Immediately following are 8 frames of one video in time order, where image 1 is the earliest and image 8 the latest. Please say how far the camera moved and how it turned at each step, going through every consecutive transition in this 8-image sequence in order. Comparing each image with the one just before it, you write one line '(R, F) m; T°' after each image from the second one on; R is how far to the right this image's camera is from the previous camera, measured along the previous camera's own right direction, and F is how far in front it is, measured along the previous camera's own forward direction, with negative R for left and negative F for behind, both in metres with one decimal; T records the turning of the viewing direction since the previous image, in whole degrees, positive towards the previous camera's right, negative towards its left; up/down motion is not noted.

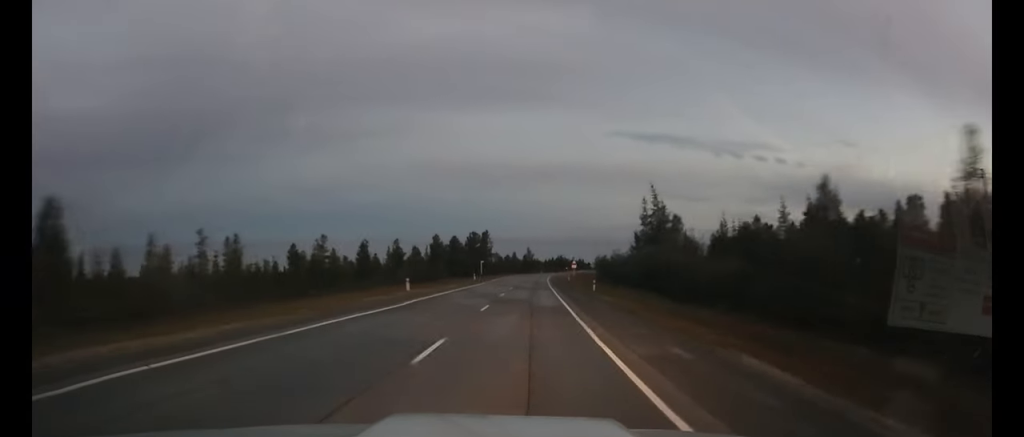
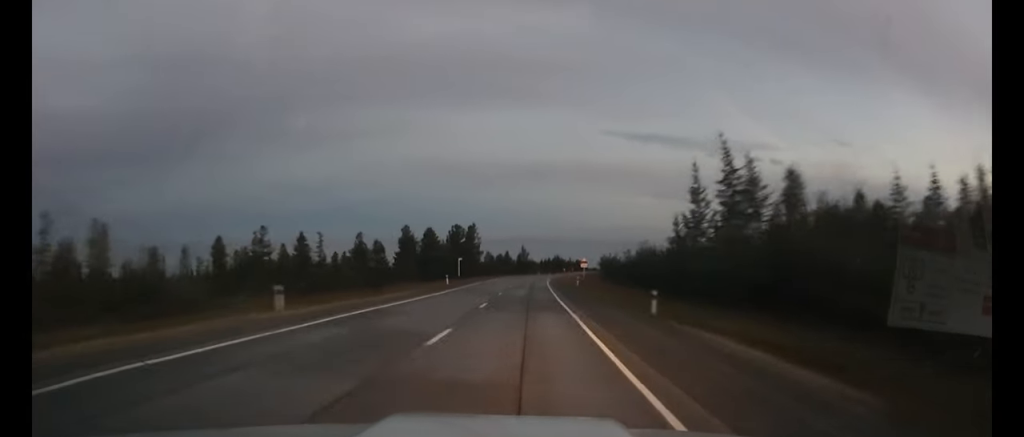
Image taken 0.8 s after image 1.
(+0.1, +22.5) m; 0°
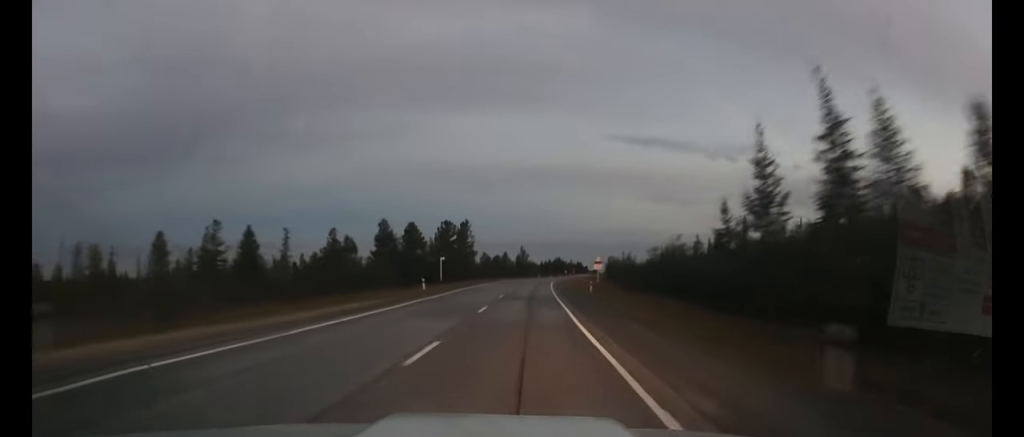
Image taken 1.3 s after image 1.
(0.0, +13.1) m; 0°
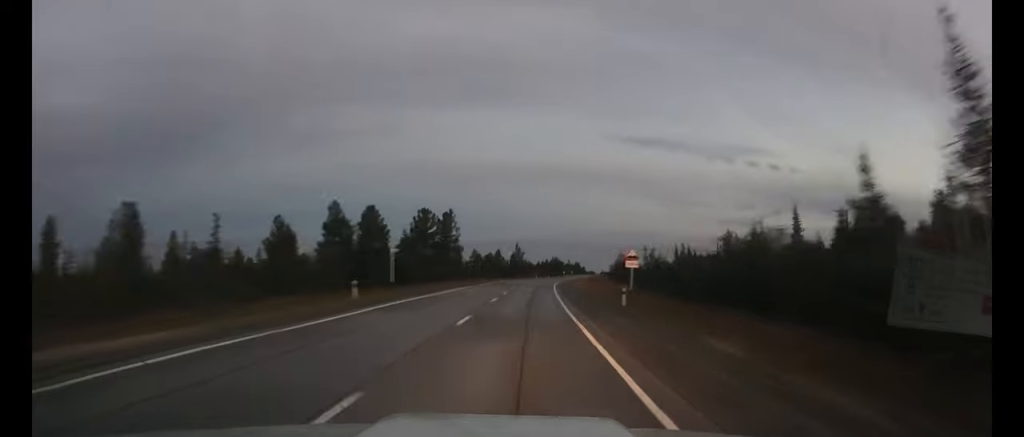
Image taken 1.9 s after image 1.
(0.0, +17.8) m; 0°
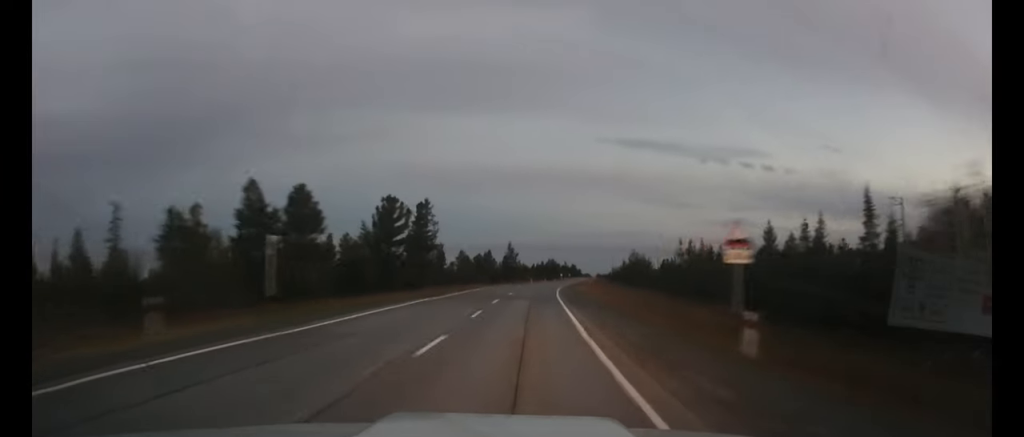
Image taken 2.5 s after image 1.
(0.0, +16.9) m; 0°
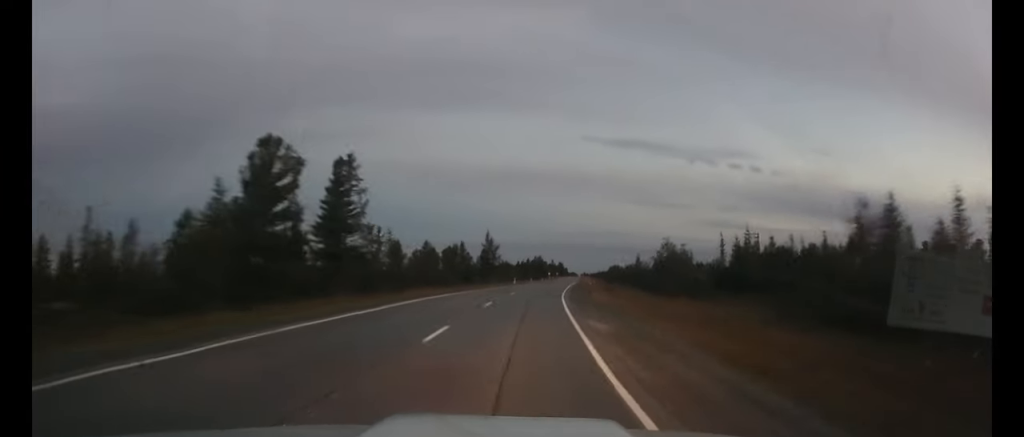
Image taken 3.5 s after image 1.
(+0.2, +28.2) m; +1°
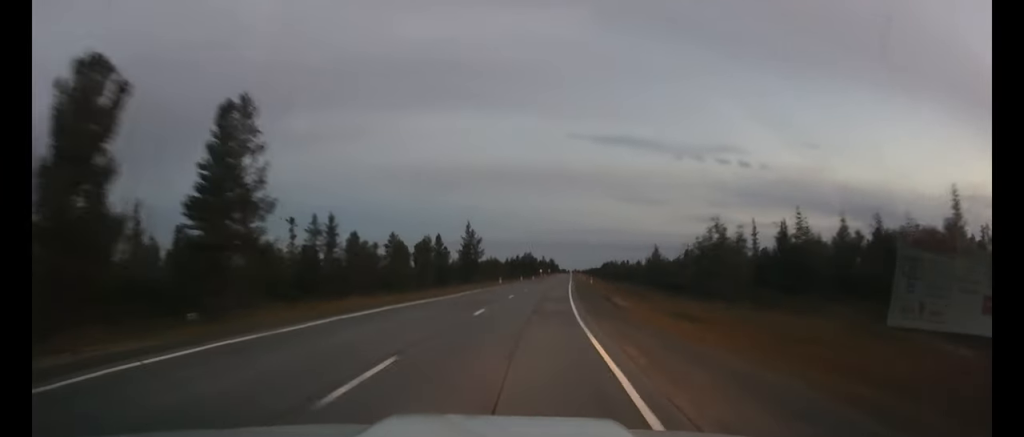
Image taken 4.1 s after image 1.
(0.0, +17.8) m; +1°
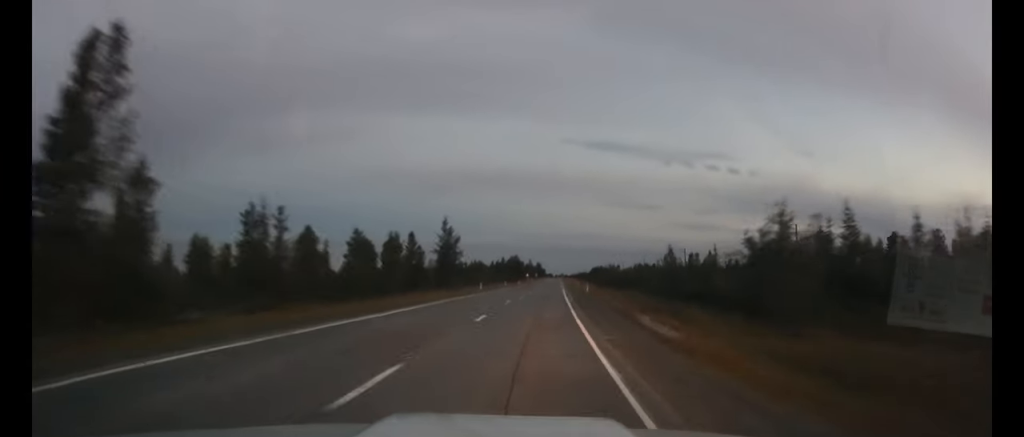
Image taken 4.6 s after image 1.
(+0.2, +12.2) m; +1°
